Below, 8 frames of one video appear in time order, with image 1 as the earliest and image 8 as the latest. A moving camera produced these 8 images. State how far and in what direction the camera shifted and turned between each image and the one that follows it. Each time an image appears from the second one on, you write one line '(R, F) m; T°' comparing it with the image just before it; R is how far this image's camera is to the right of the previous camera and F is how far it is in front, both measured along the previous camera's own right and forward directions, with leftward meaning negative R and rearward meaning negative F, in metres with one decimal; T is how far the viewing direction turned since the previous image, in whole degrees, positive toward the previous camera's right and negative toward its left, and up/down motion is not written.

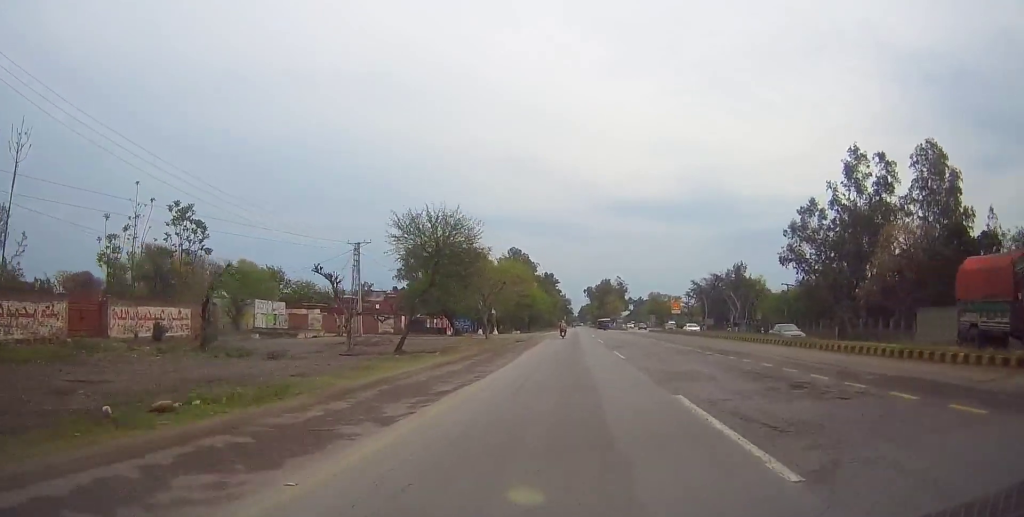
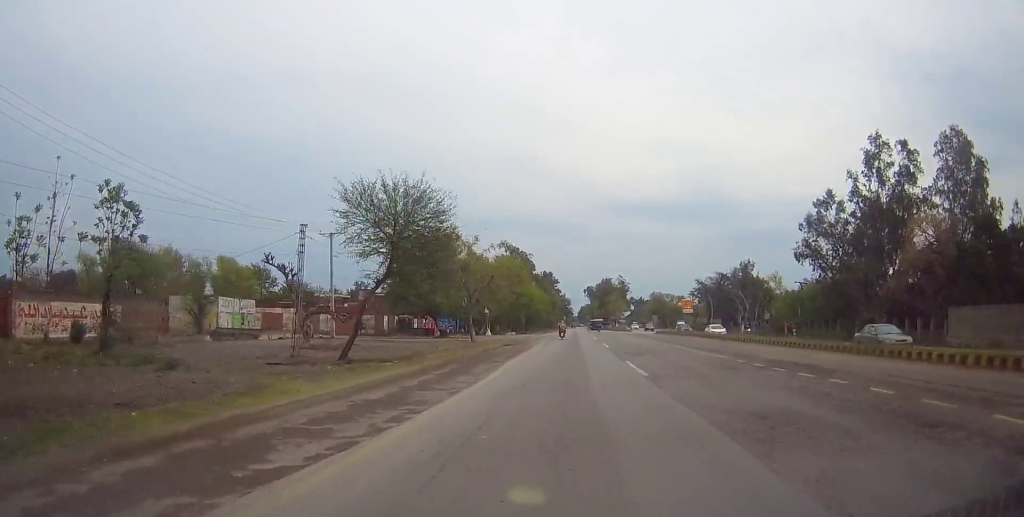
(0.0, +7.4) m; 0°
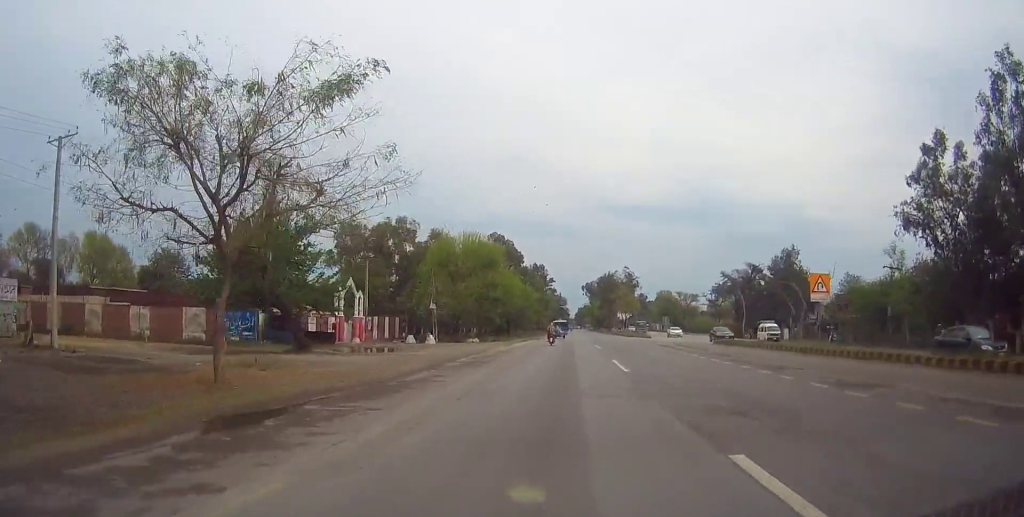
(-0.4, +34.0) m; -2°
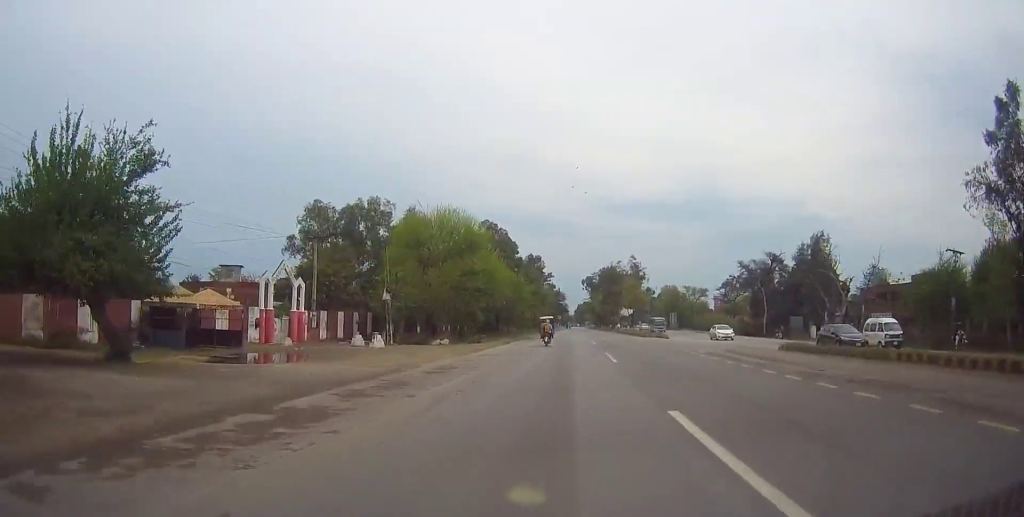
(-0.3, +14.7) m; +1°
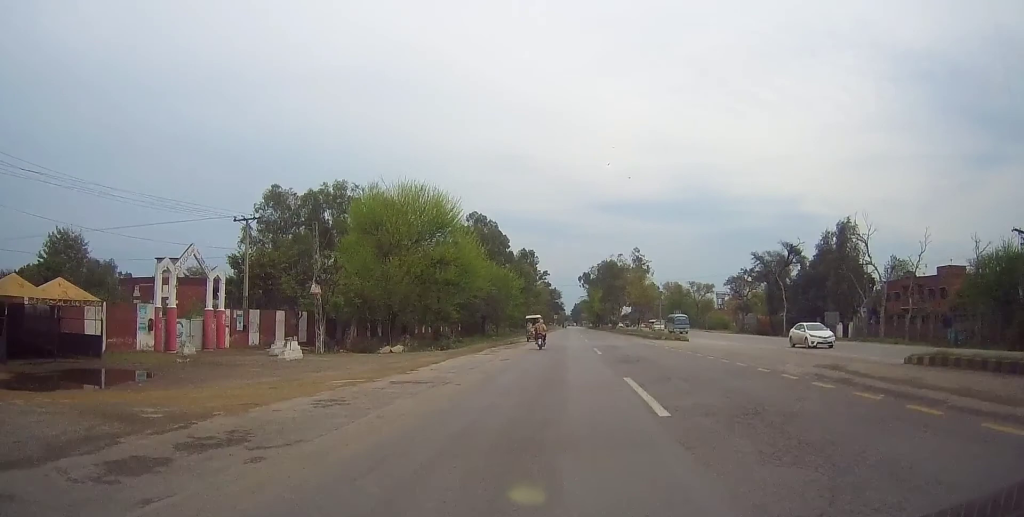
(+0.3, +12.6) m; +1°
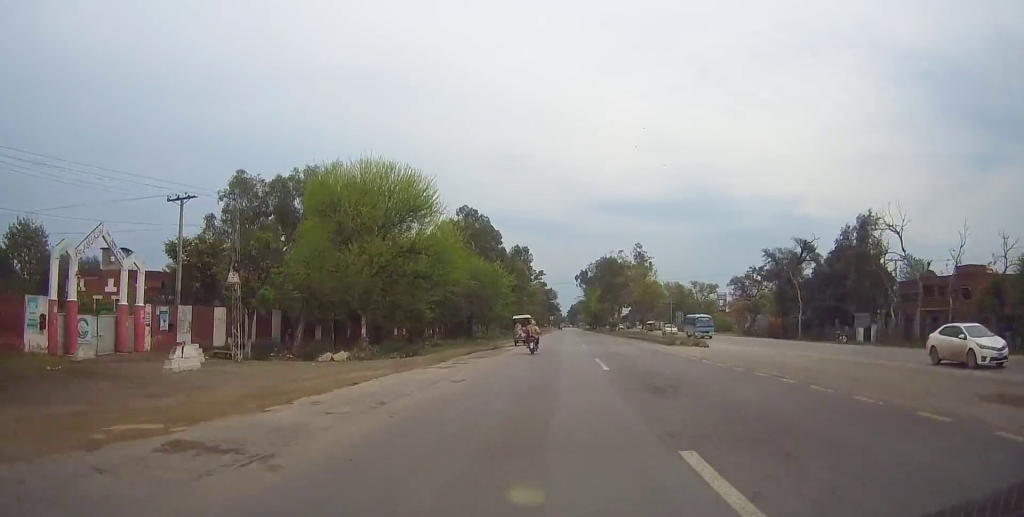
(+0.3, +8.7) m; 0°
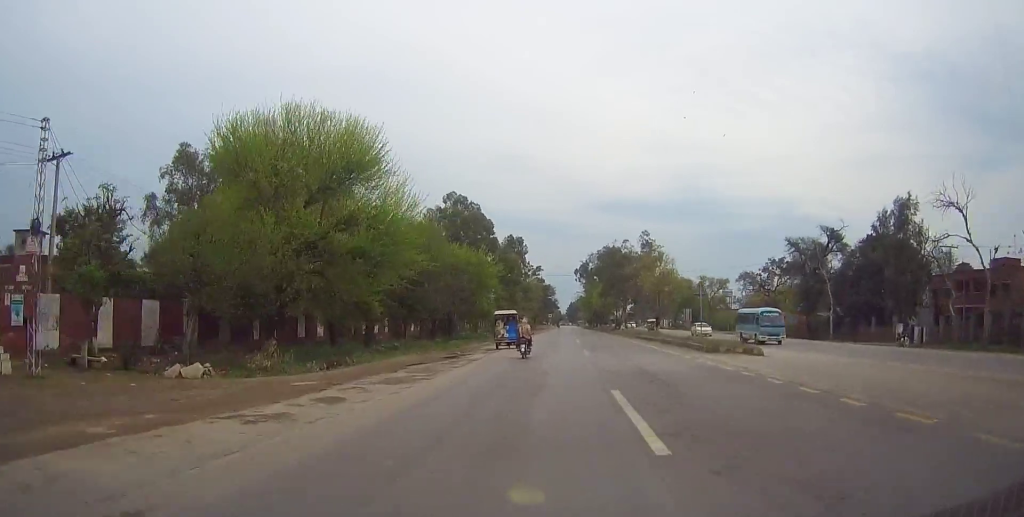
(-0.2, +12.2) m; 0°
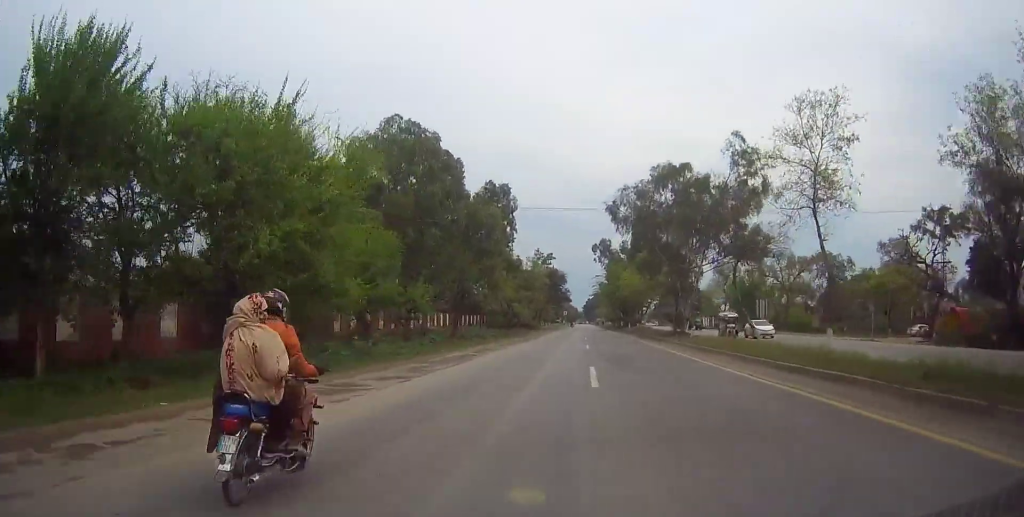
(-0.5, +47.9) m; -2°
